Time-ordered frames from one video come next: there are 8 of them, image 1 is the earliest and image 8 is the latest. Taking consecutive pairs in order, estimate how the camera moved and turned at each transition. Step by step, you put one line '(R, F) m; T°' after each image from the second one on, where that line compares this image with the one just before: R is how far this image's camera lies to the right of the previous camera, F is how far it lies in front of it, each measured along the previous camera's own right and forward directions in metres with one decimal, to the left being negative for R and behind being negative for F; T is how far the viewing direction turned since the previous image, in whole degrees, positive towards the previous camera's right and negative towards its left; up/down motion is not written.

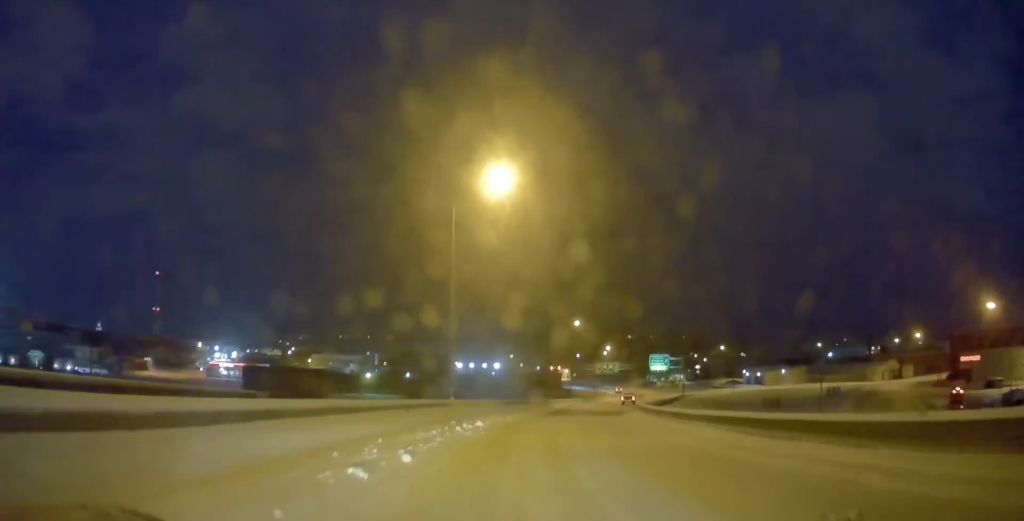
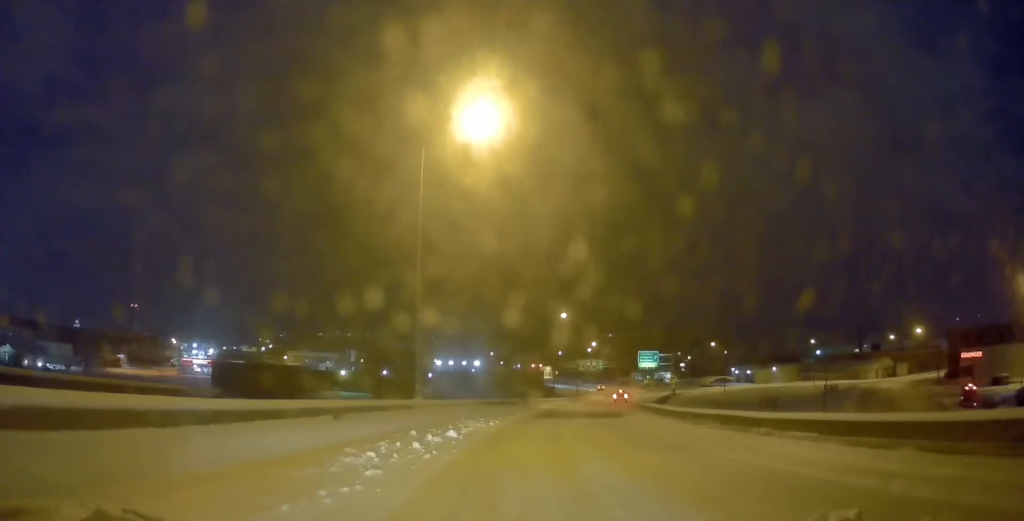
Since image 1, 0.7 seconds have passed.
(0.0, +6.6) m; +4°
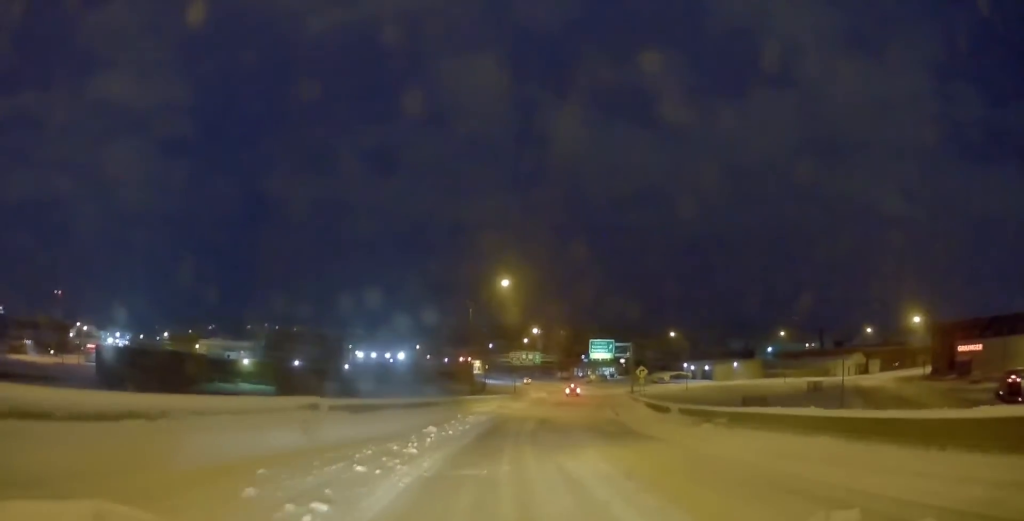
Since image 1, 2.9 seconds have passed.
(+2.1, +20.3) m; +11°
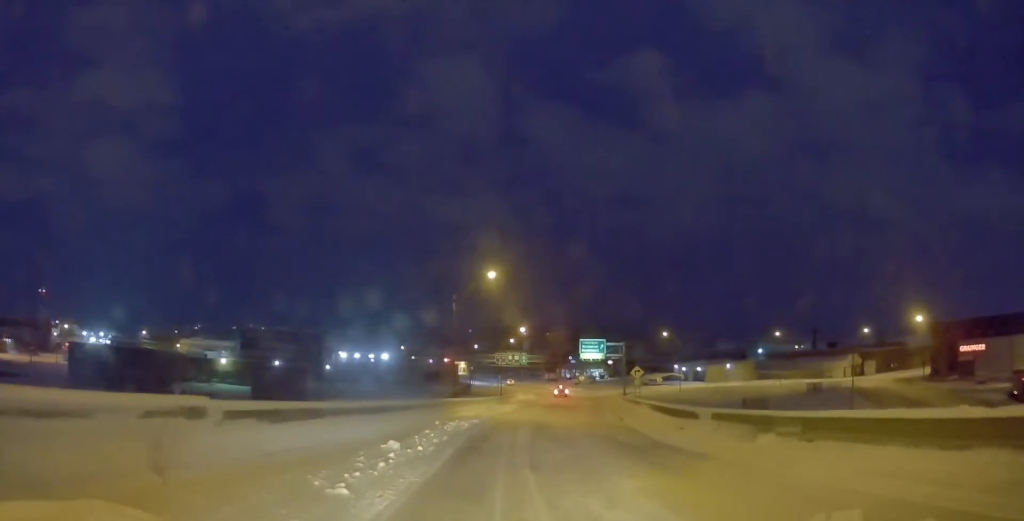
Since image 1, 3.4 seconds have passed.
(+0.4, +4.7) m; 0°
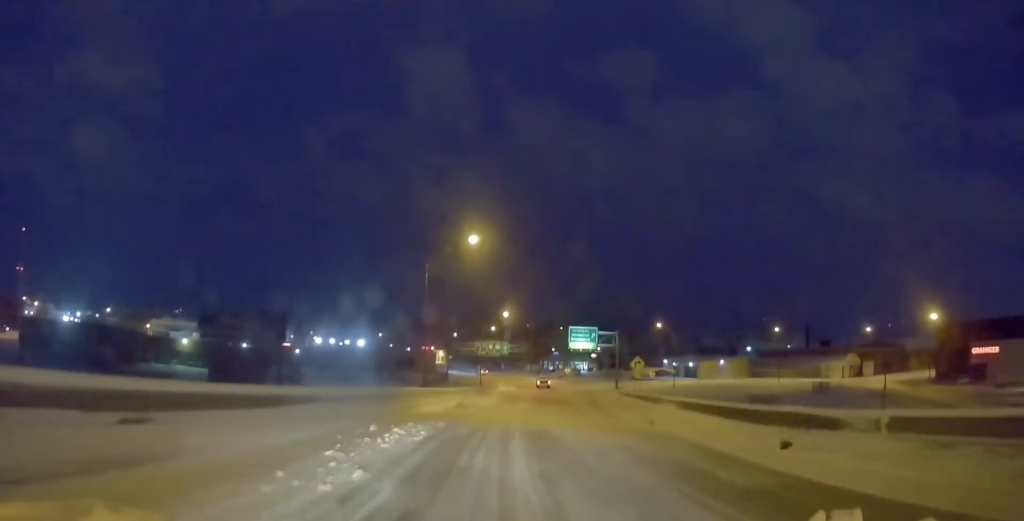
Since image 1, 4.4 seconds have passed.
(-0.3, +9.1) m; 0°
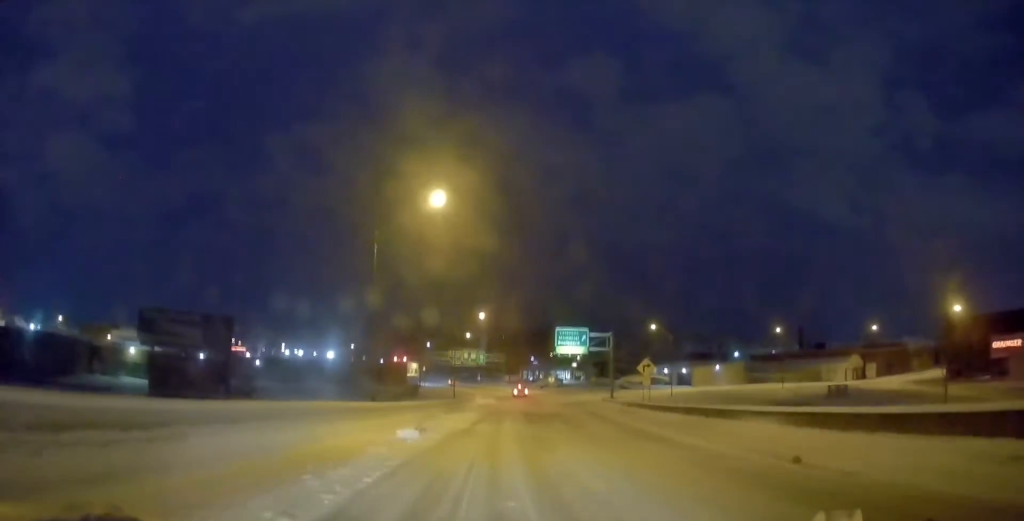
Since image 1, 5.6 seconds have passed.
(+0.4, +11.5) m; +2°
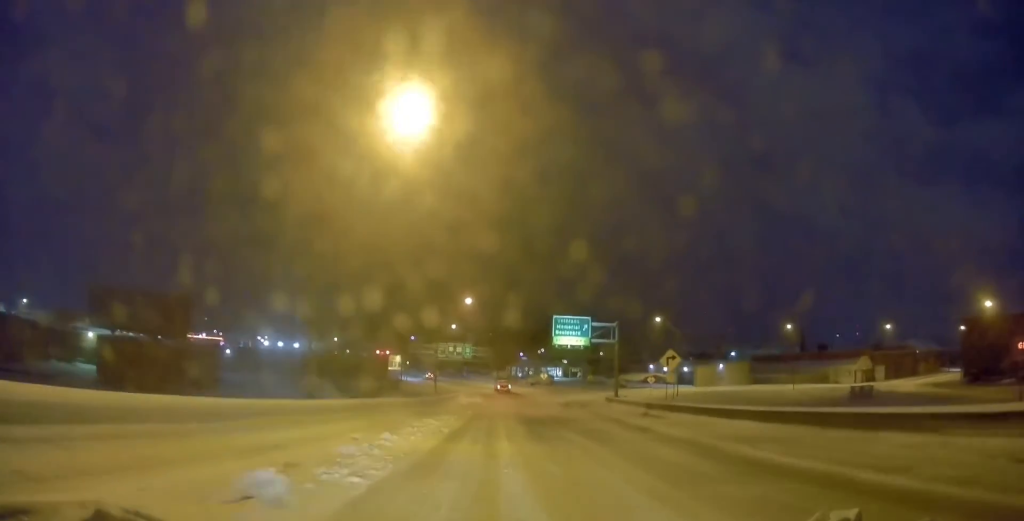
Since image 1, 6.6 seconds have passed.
(-0.2, +10.0) m; +2°
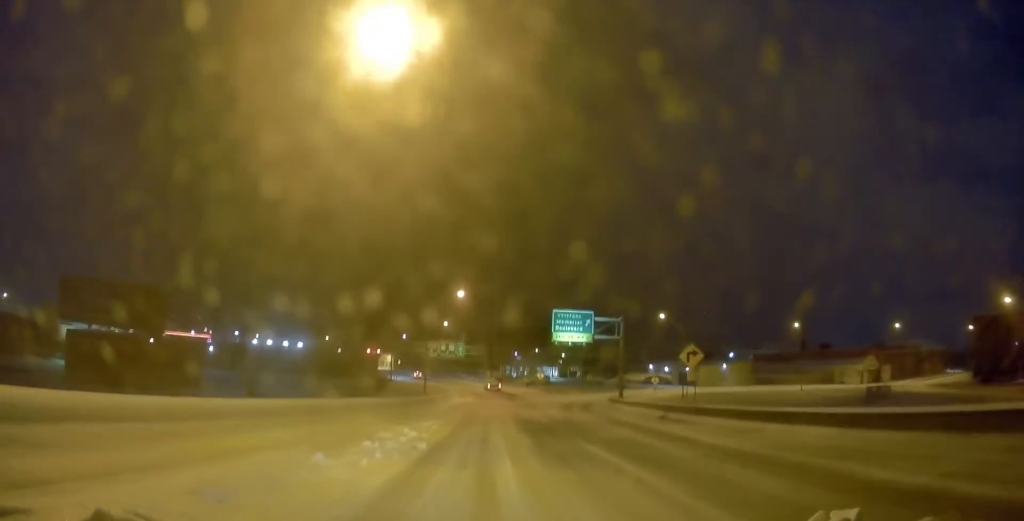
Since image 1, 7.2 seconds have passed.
(+0.2, +5.7) m; +1°
